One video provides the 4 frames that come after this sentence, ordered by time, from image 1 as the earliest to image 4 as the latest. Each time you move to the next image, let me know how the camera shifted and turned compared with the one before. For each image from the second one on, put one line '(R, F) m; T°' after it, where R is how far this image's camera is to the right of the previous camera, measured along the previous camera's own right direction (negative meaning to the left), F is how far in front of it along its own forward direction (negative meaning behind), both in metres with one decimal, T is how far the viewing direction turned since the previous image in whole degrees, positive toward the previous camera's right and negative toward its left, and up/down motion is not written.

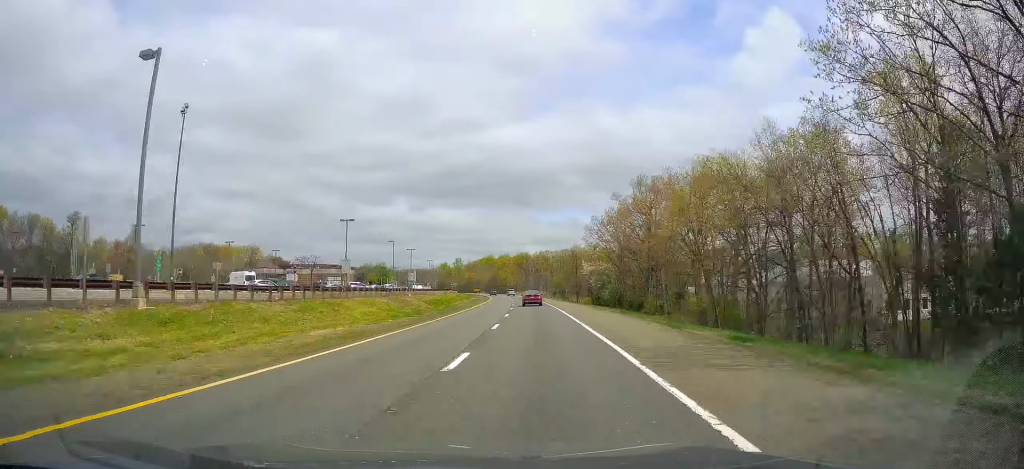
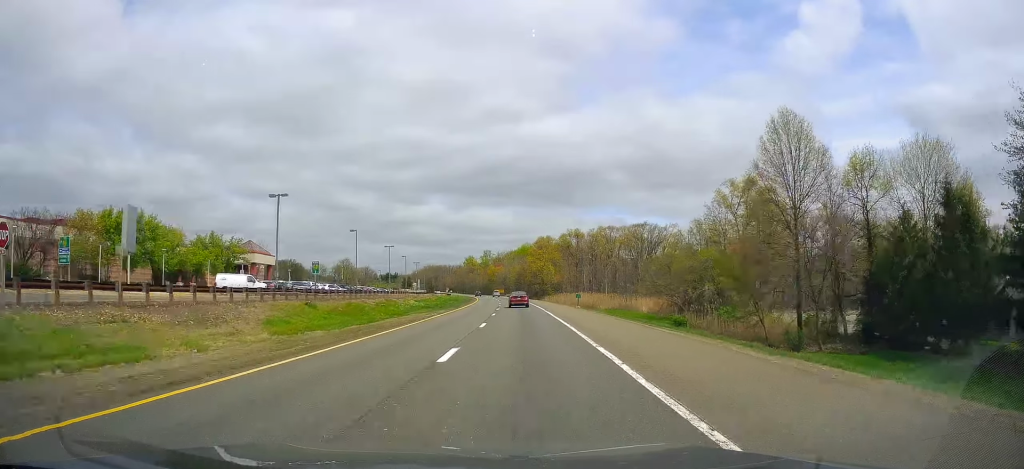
(-5.3, +132.4) m; -4°
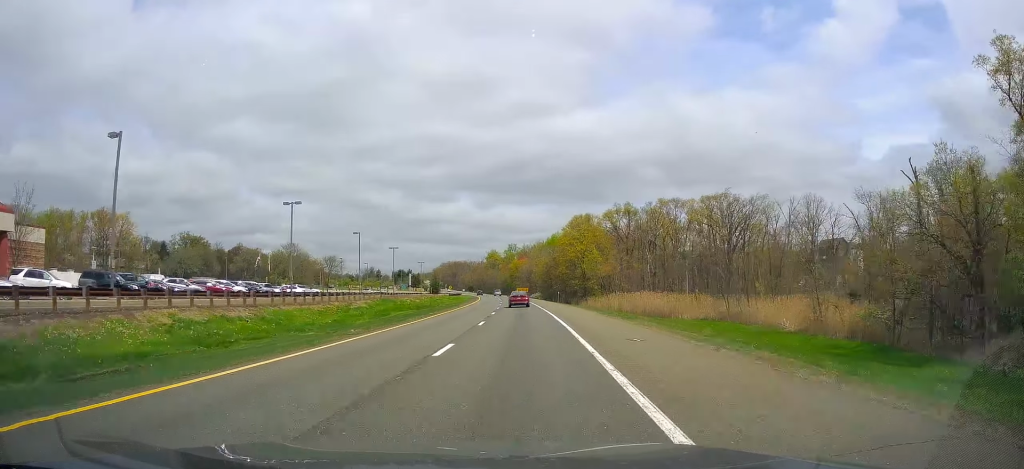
(-2.4, +60.0) m; -3°
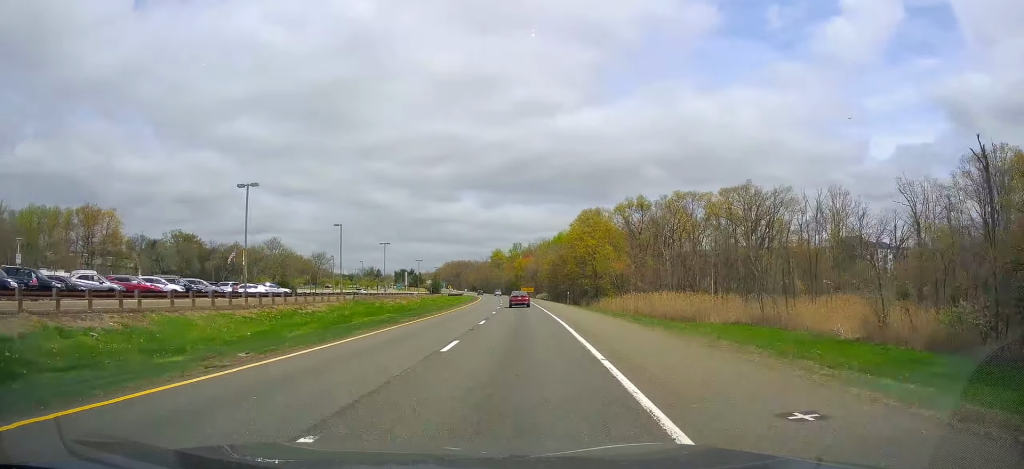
(0.0, +11.5) m; 0°
